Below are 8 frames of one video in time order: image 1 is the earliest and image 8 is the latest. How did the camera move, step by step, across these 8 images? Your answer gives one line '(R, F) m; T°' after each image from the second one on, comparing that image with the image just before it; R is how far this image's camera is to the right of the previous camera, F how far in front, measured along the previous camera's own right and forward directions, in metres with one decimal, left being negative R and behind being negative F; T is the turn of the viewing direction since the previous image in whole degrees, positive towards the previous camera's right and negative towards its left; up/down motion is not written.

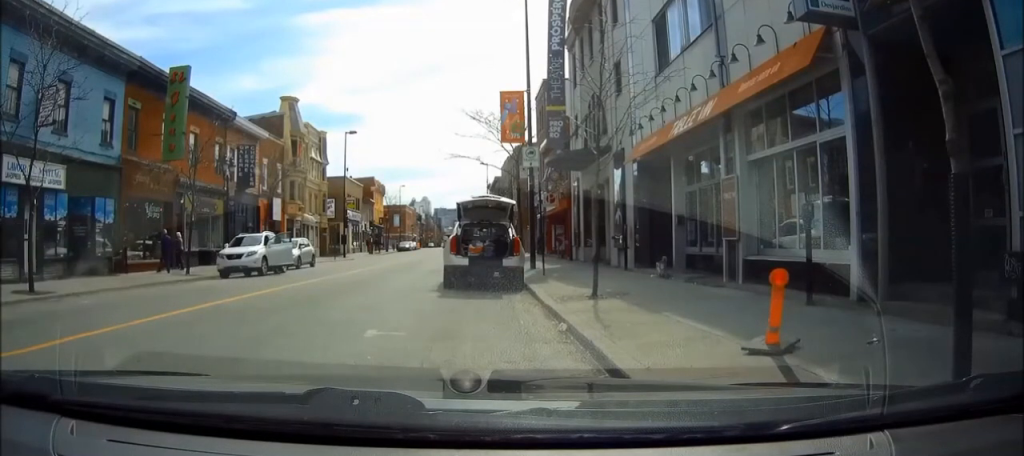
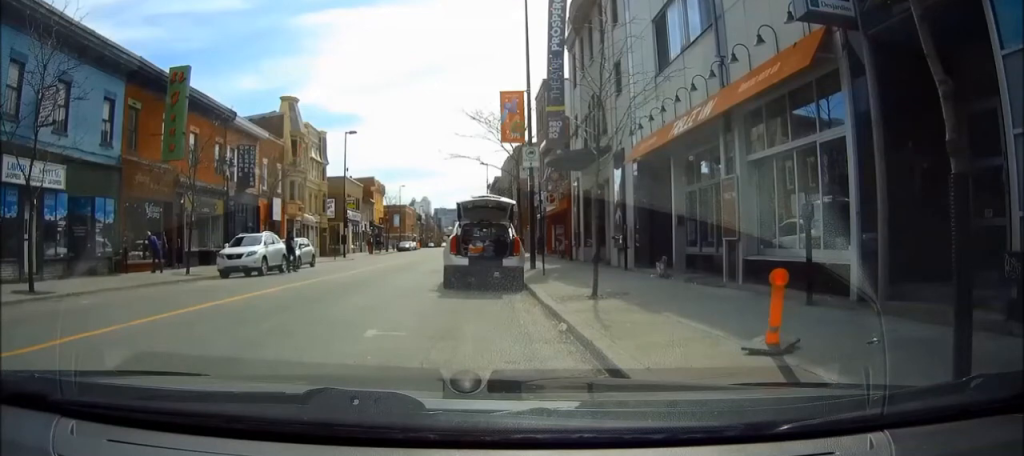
(0.0, 0.0) m; 0°
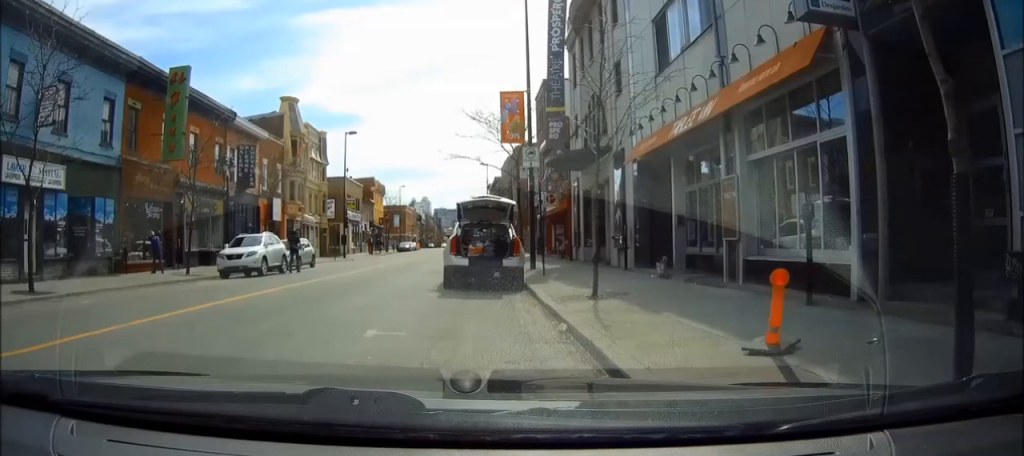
(0.0, 0.0) m; 0°
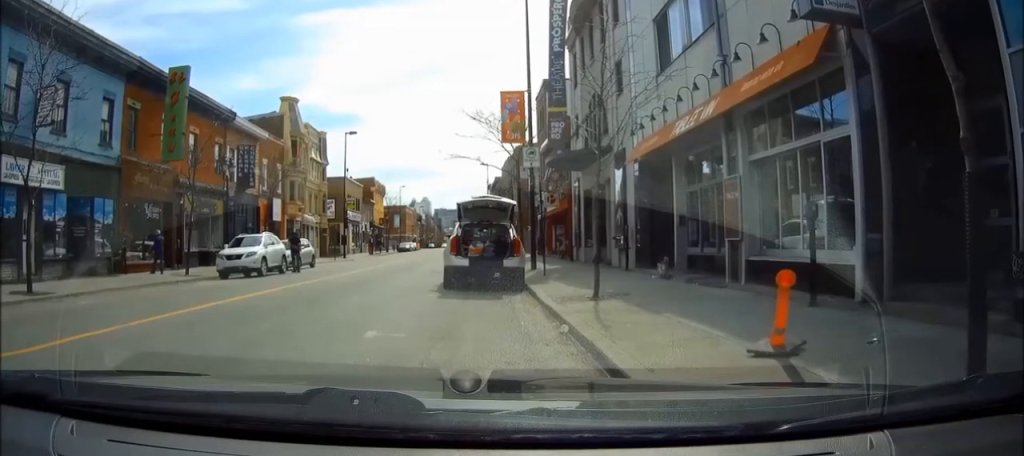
(0.0, 0.0) m; 0°
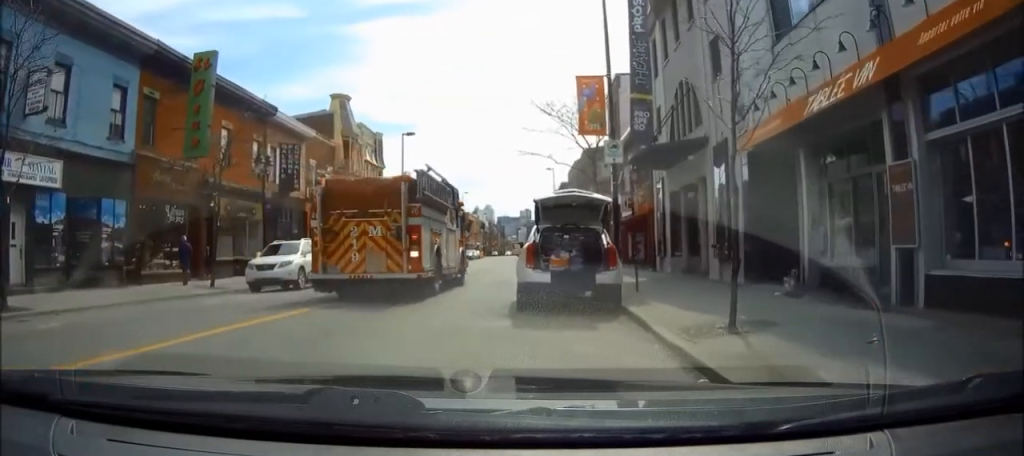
(+0.1, +1.8) m; 0°
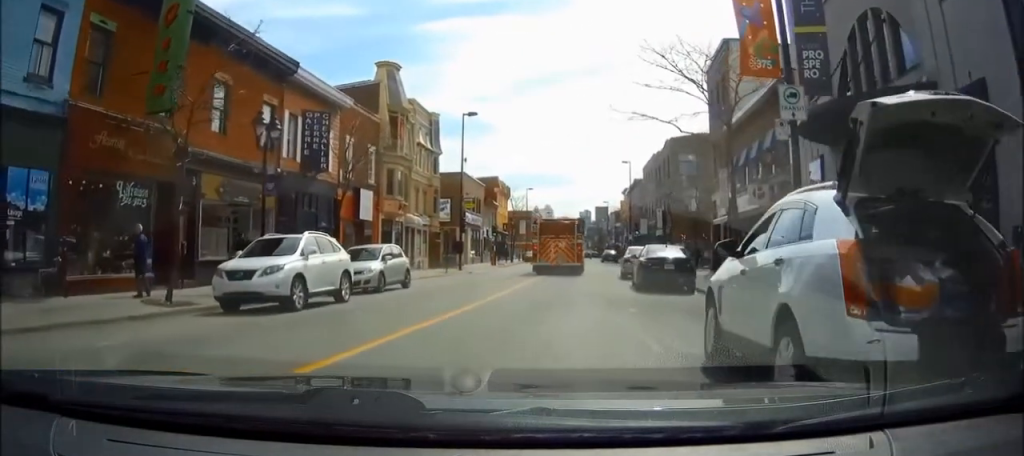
(-0.5, +6.6) m; -7°
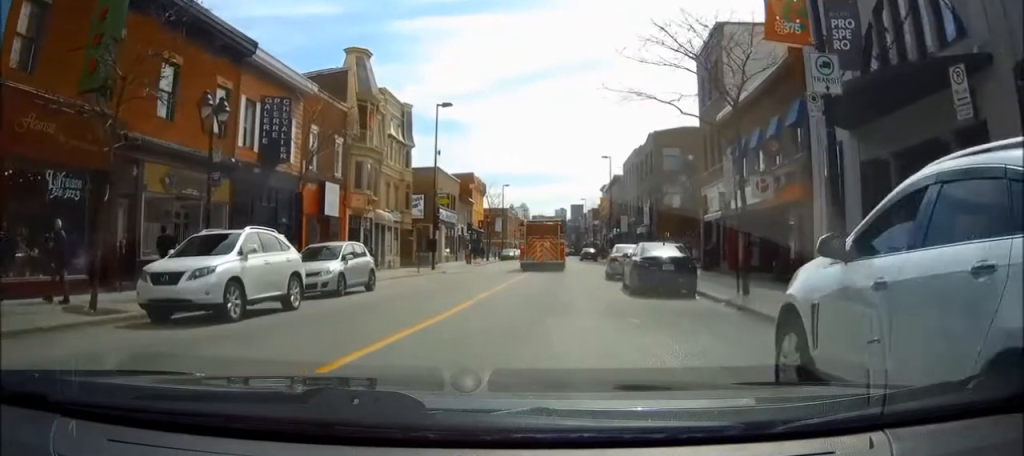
(0.0, +1.9) m; -1°
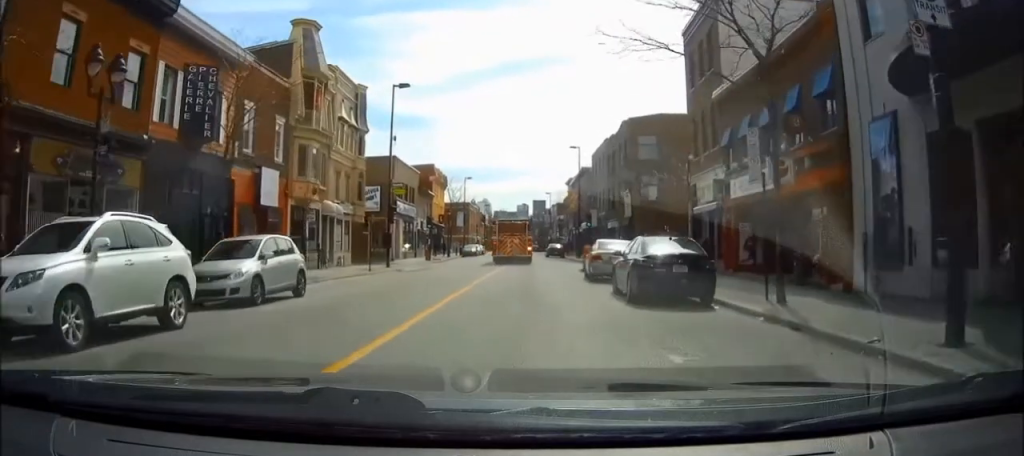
(0.0, +3.7) m; +2°
